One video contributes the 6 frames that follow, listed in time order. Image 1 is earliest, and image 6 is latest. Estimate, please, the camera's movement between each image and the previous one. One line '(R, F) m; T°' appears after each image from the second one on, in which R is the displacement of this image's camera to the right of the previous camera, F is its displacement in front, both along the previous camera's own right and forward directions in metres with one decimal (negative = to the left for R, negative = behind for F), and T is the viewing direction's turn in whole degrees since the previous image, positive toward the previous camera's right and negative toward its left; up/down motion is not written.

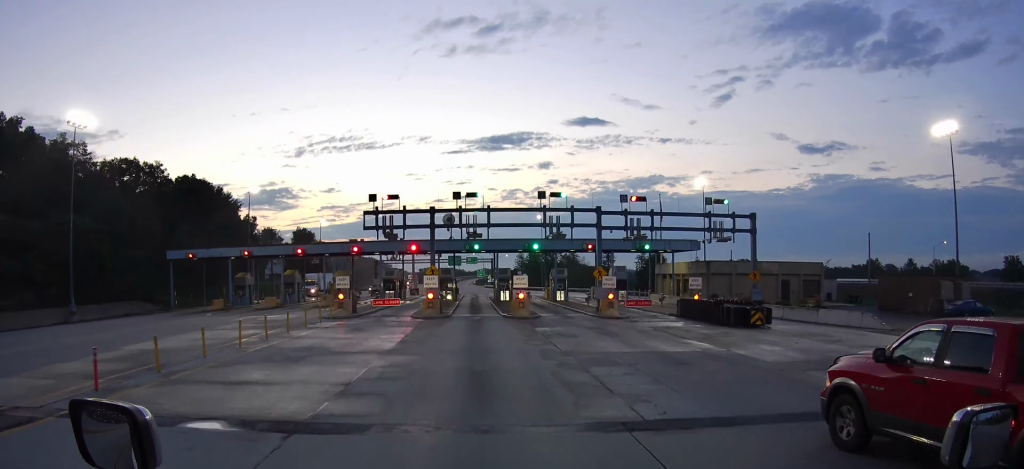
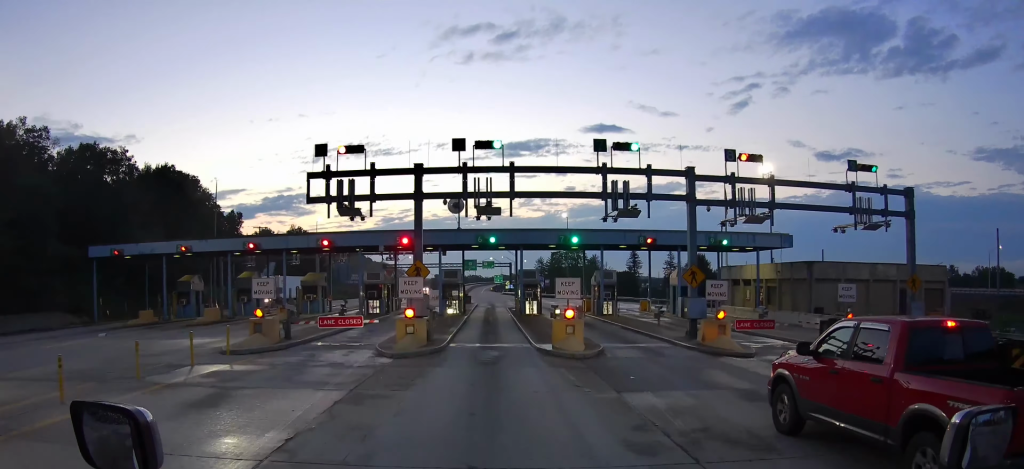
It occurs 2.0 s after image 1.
(0.0, +18.0) m; -1°
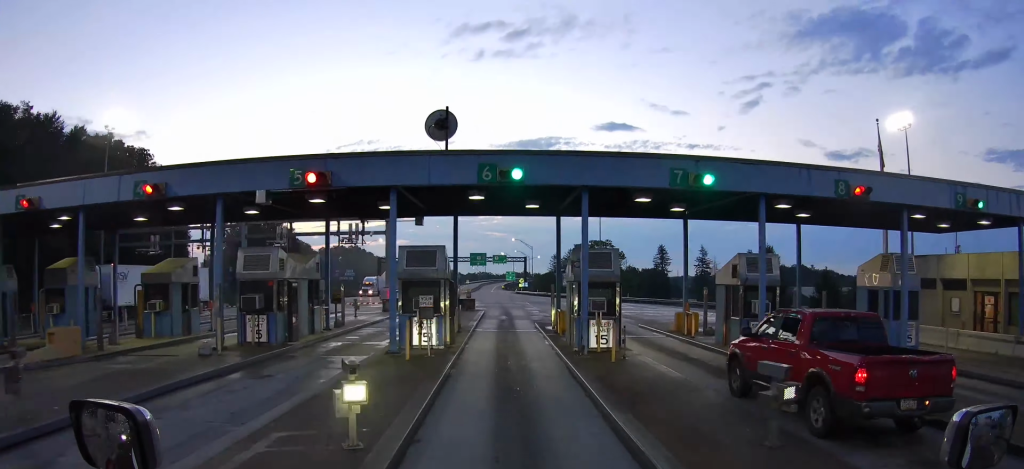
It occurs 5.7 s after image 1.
(-0.3, +27.4) m; 0°
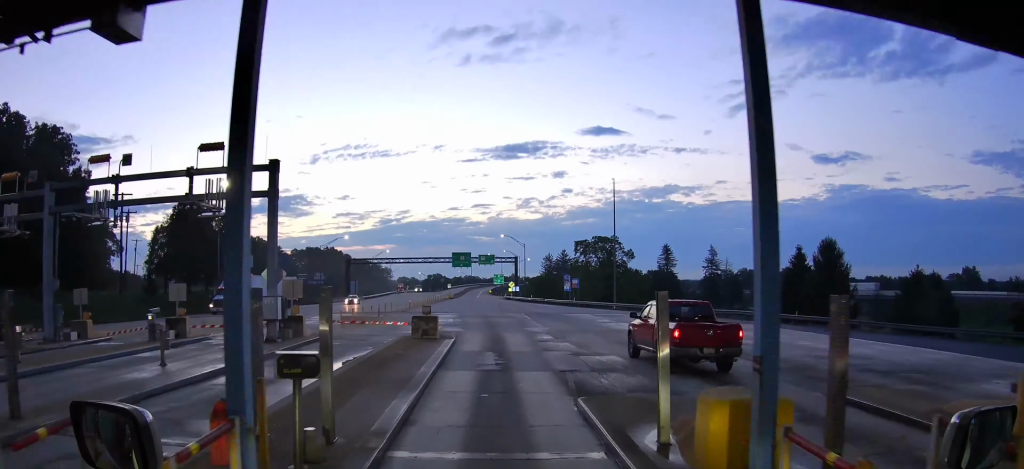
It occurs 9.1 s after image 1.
(+0.1, +22.9) m; -2°
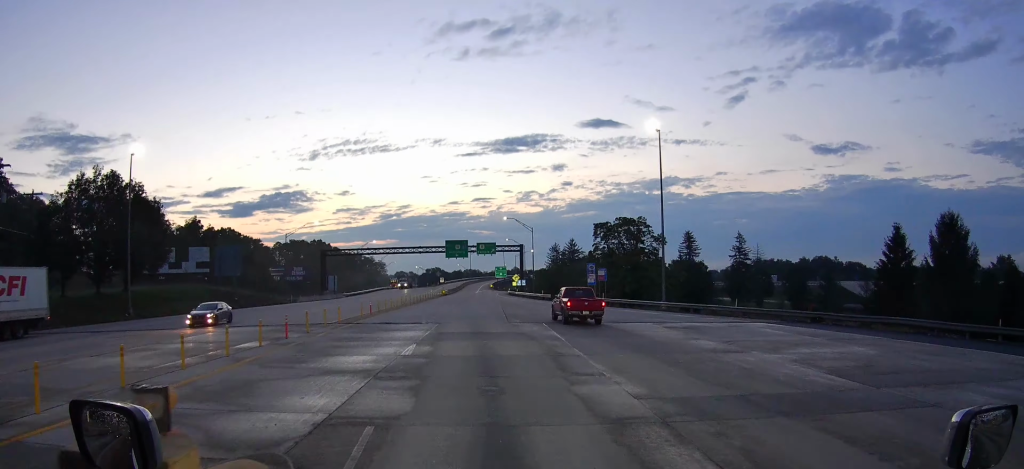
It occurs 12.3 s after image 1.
(-0.7, +22.6) m; -2°
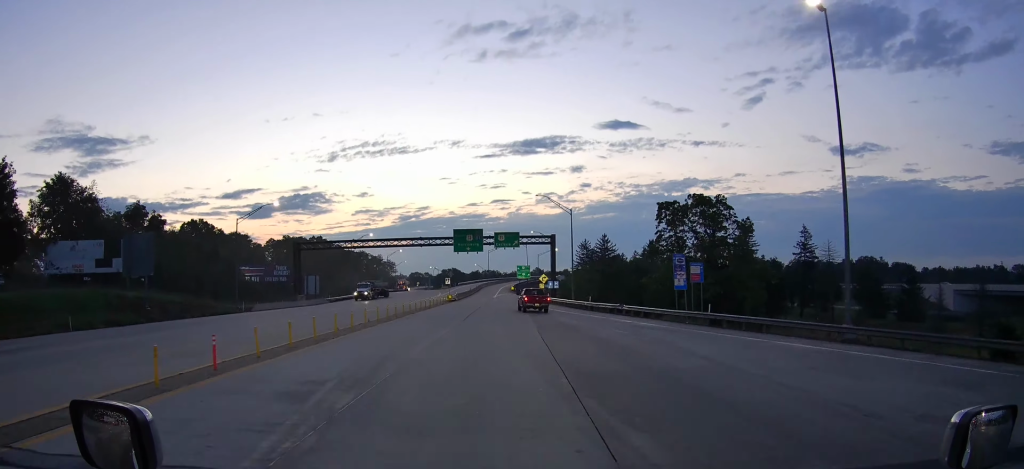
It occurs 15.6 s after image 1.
(-0.2, +26.7) m; -1°
